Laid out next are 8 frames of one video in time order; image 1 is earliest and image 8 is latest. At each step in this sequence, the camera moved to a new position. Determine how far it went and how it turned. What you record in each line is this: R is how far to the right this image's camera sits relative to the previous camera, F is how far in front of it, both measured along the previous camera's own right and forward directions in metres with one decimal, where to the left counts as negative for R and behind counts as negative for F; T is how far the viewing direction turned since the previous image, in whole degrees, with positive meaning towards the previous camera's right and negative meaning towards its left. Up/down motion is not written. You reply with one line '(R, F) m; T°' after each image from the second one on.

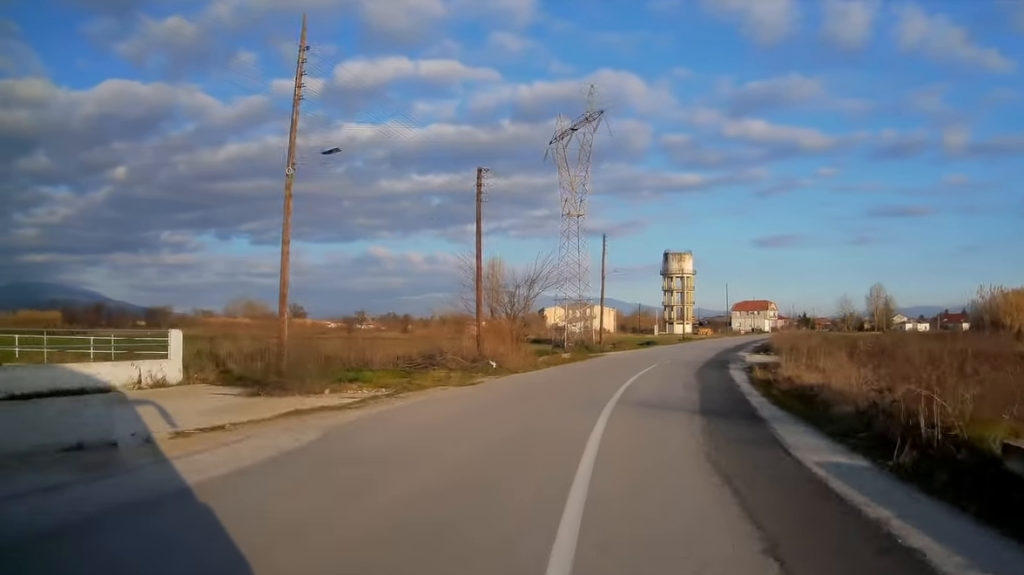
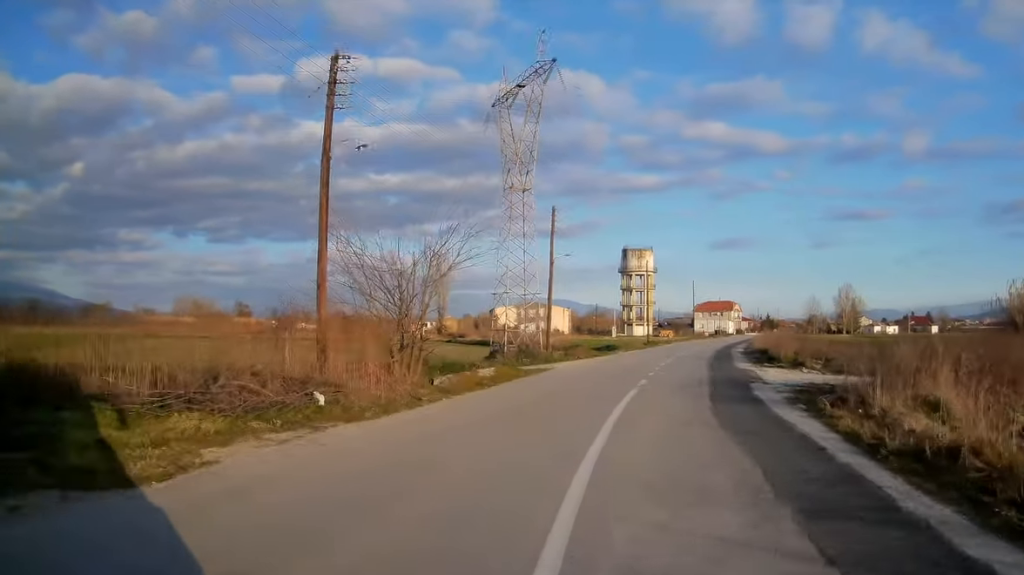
(+0.3, +11.4) m; +4°
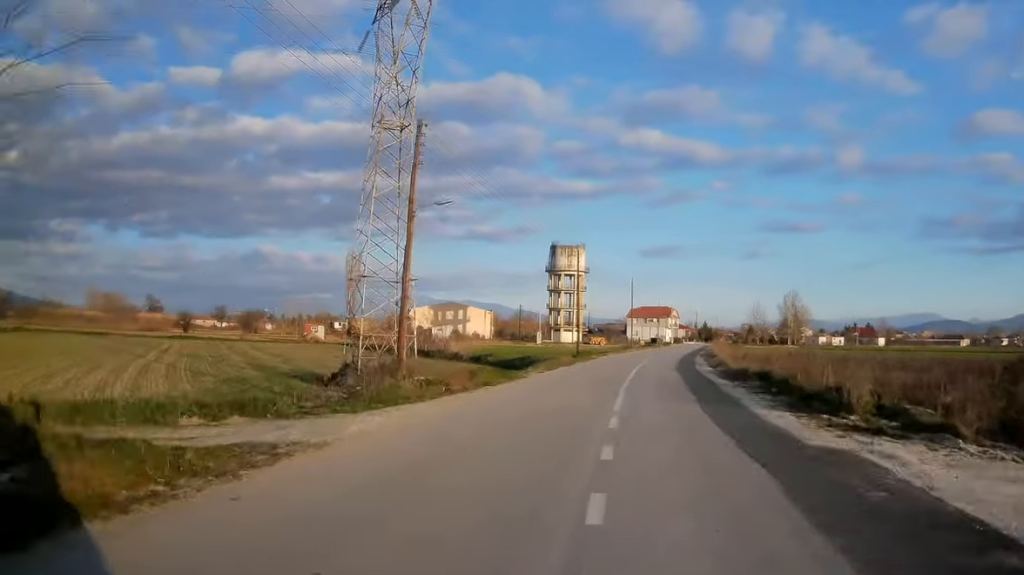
(+0.9, +16.3) m; +6°
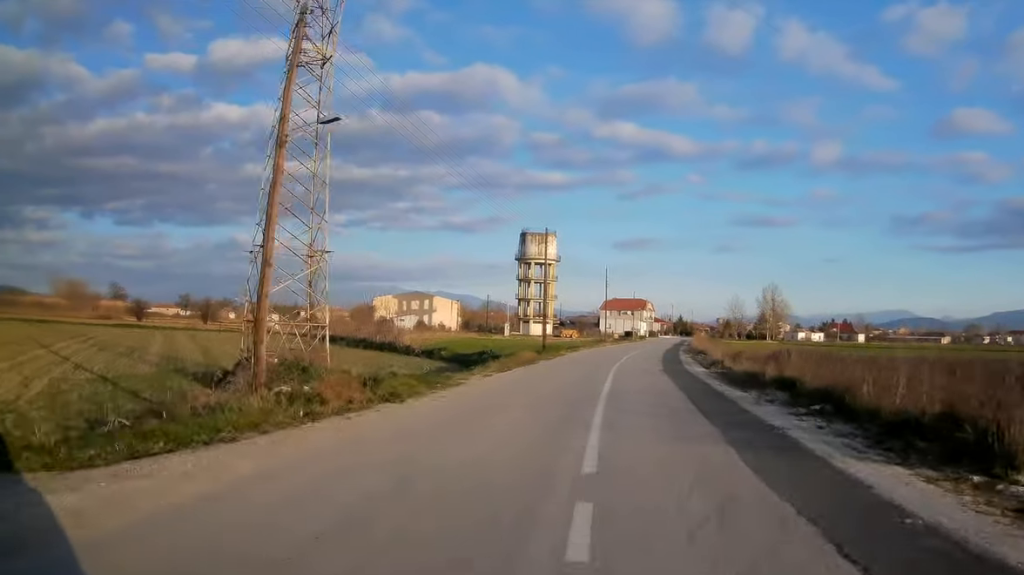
(+0.2, +7.4) m; +3°
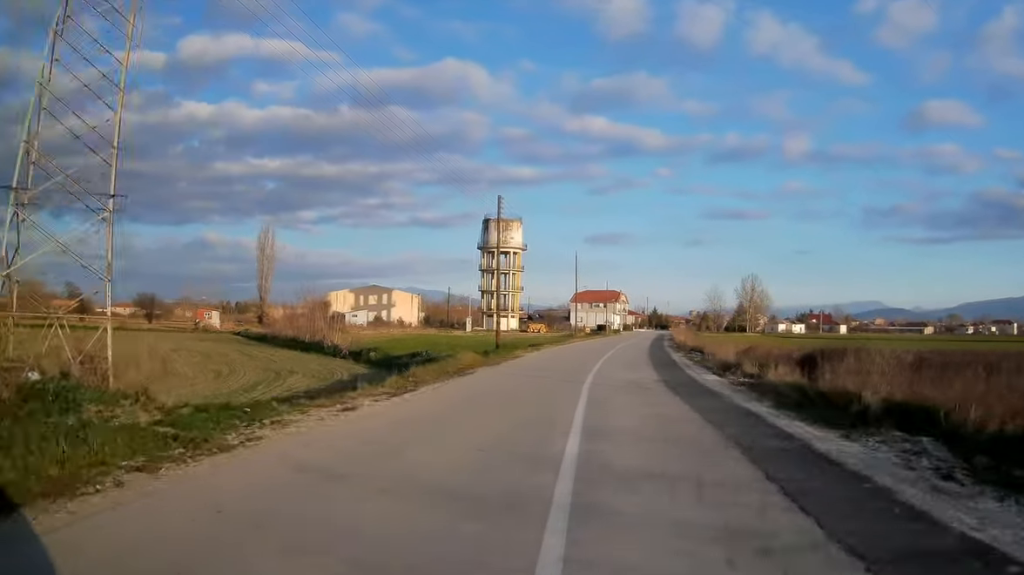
(+0.4, +10.4) m; +4°
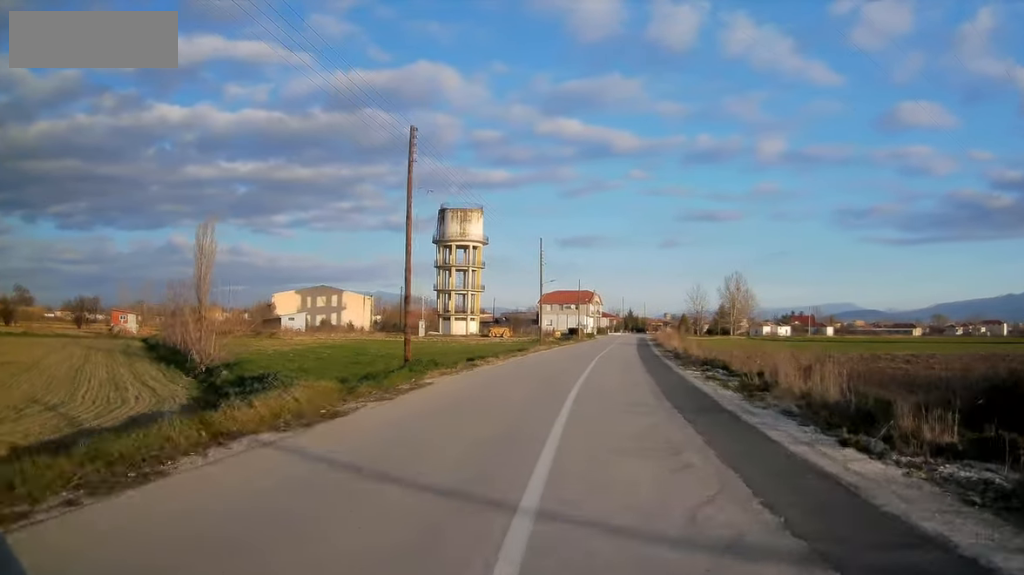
(+0.6, +14.4) m; +4°
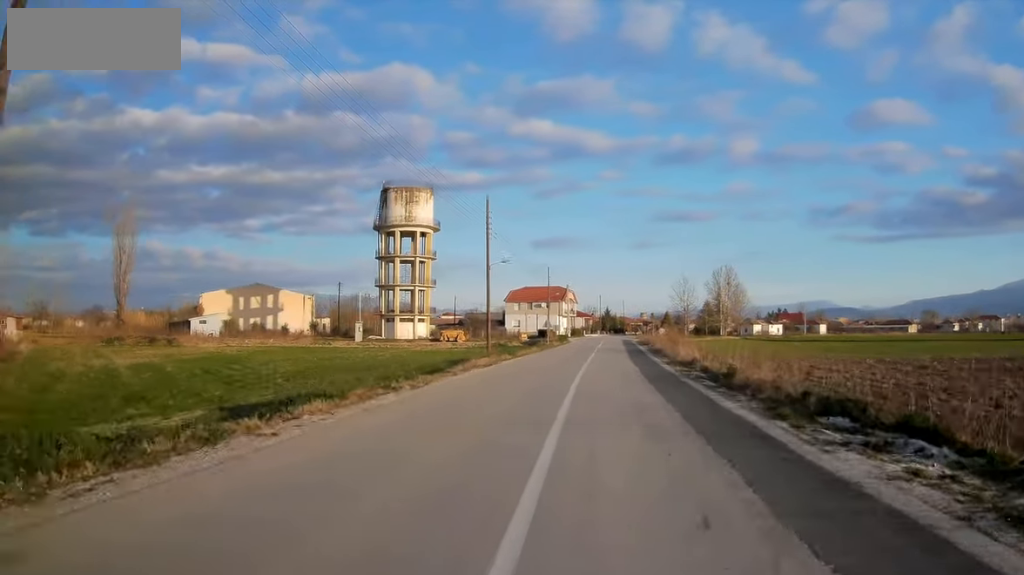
(+0.5, +18.0) m; +3°
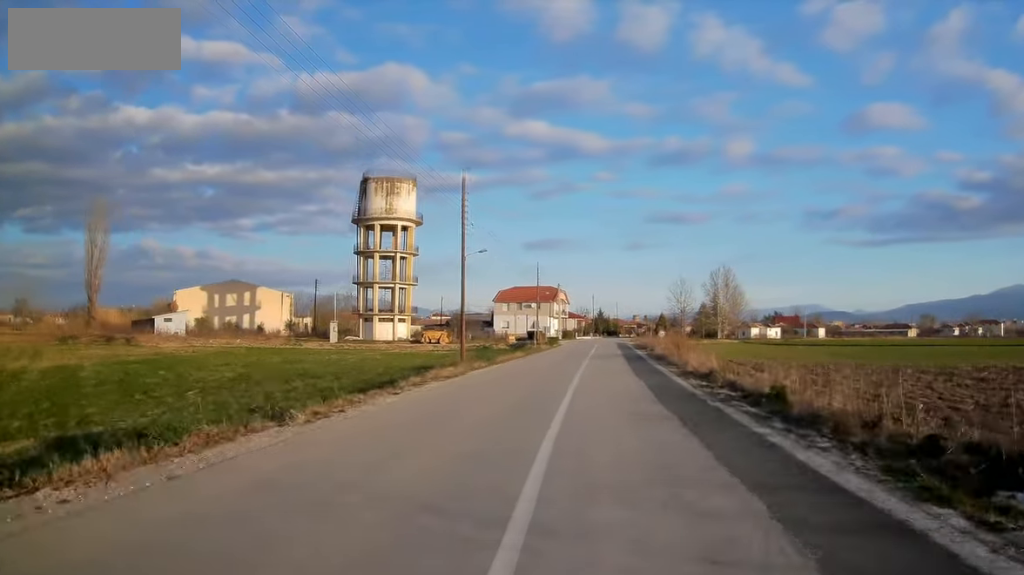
(0.0, +6.0) m; +1°
